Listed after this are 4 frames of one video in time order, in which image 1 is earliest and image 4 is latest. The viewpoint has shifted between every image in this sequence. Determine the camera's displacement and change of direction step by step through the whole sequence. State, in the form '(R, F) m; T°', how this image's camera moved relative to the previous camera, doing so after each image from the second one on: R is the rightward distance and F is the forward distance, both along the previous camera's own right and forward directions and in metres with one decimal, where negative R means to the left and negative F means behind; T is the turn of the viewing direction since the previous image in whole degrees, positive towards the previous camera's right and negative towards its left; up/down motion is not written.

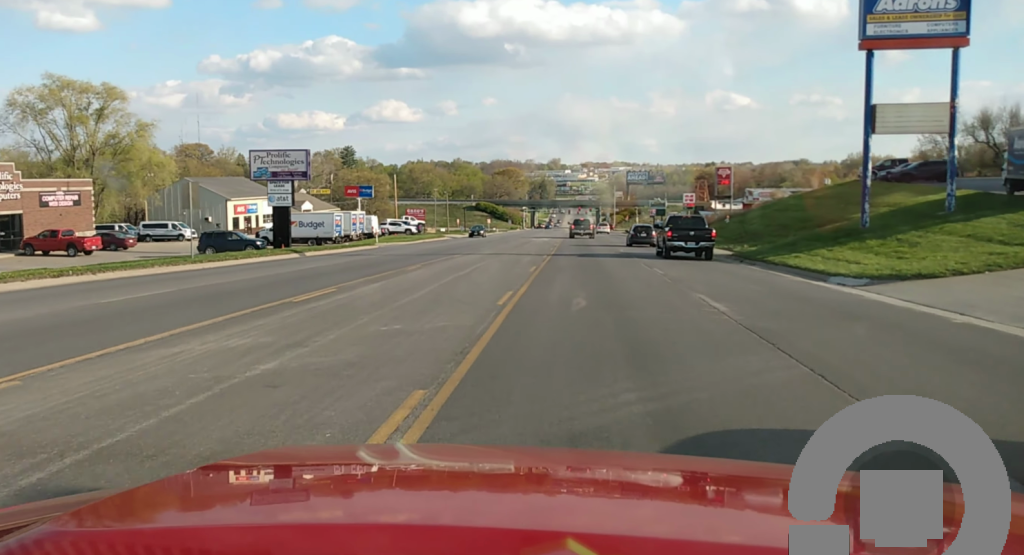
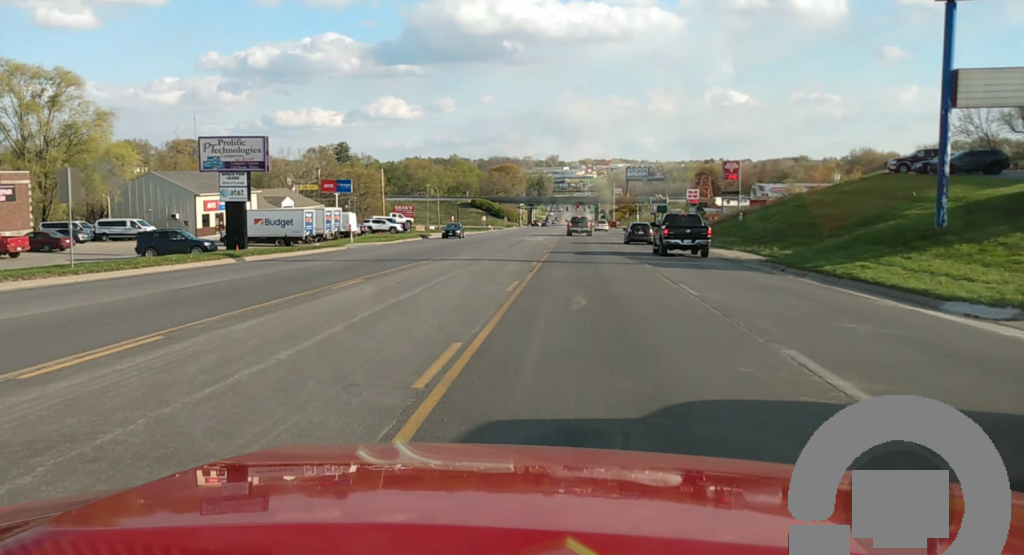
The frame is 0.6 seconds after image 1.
(0.0, +8.8) m; 0°
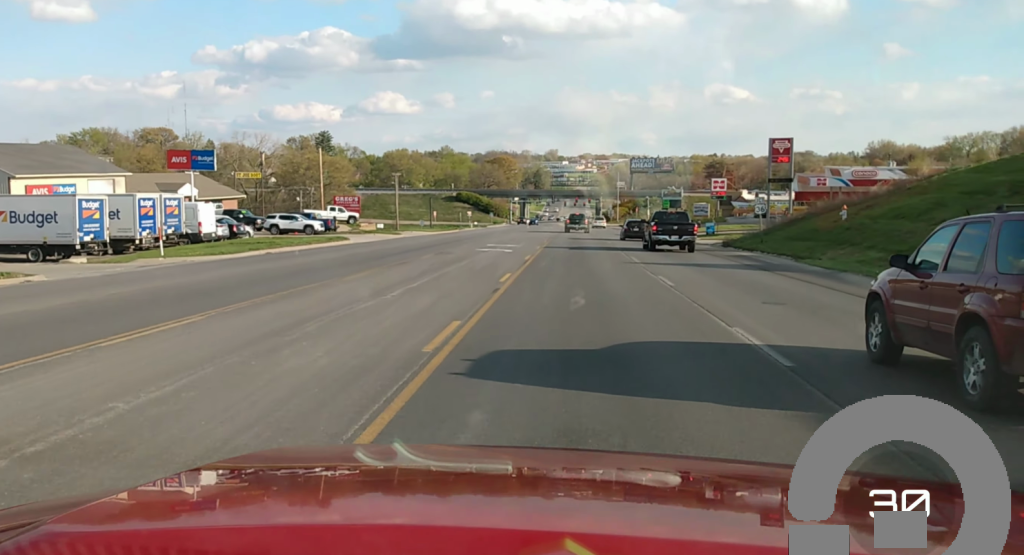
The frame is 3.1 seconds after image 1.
(+0.7, +33.7) m; +2°
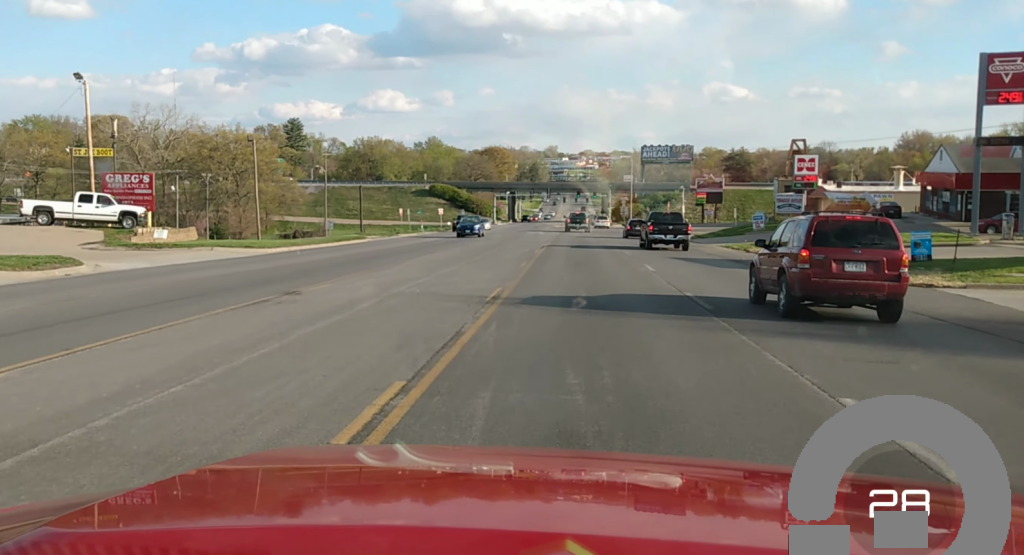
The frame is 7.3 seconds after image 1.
(-1.0, +53.8) m; -2°
